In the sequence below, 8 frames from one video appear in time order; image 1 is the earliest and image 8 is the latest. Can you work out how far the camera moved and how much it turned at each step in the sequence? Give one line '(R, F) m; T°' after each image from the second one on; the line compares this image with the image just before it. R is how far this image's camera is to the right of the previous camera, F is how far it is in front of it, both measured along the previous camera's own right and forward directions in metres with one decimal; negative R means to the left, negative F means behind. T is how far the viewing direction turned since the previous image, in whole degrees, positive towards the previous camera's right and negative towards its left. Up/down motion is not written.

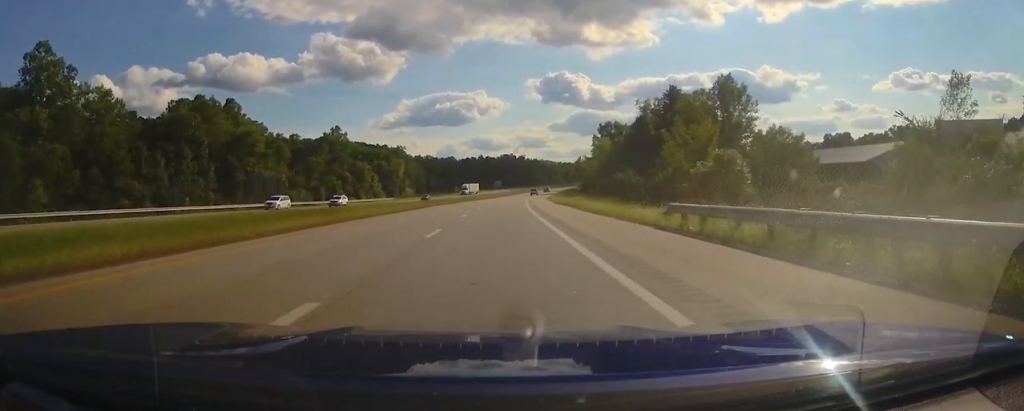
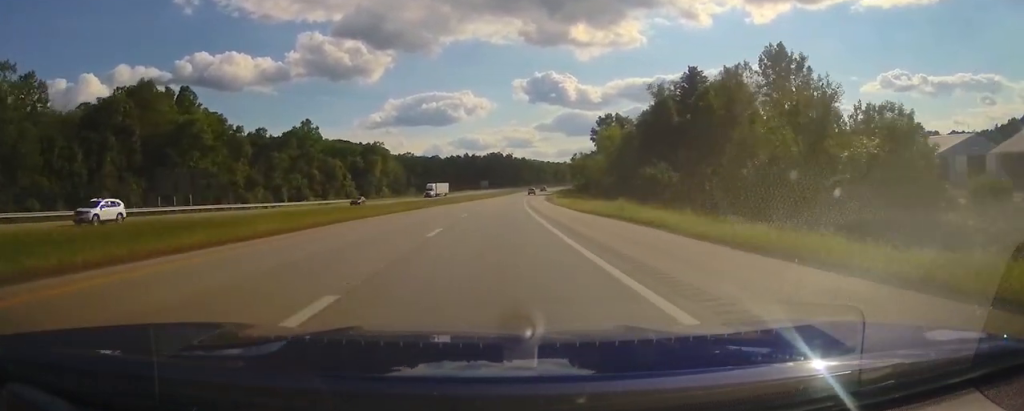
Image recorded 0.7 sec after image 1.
(+0.6, +23.7) m; +1°
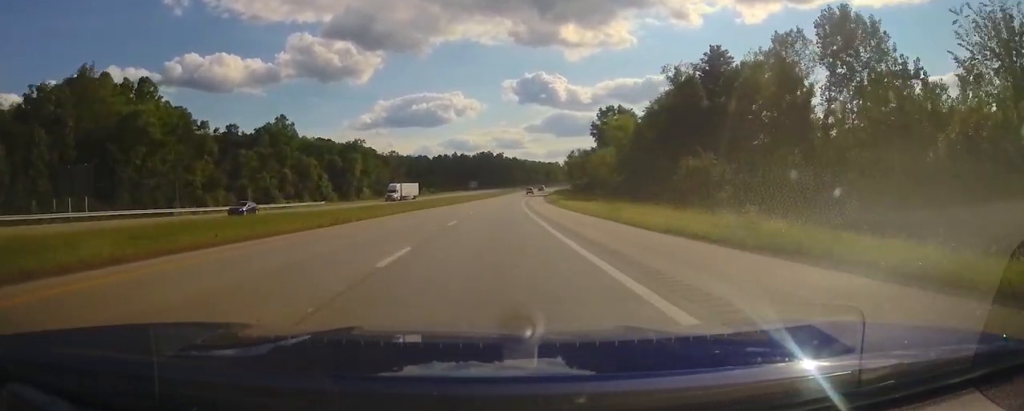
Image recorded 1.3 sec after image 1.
(+0.2, +18.3) m; +1°
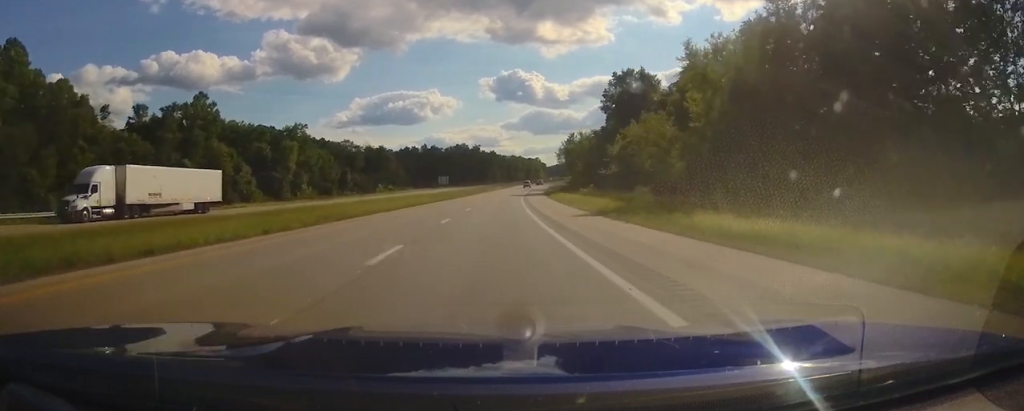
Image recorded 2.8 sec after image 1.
(+0.9, +48.3) m; +2°
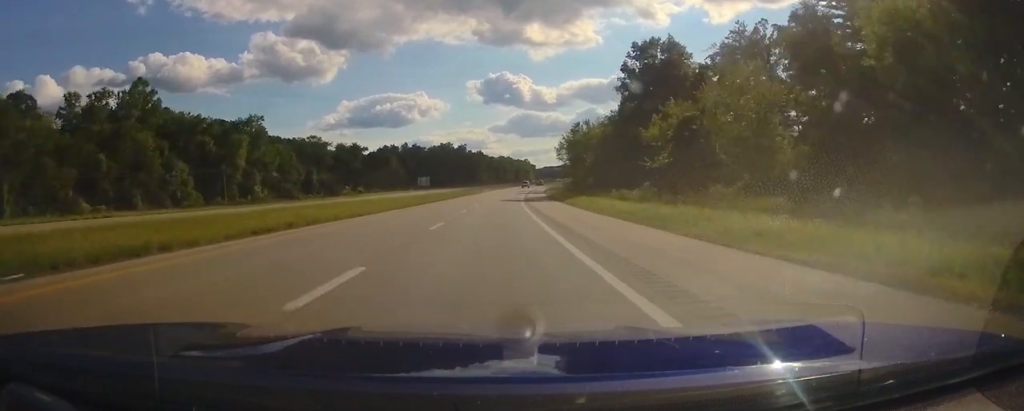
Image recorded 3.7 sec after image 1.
(+0.2, +27.9) m; +1°
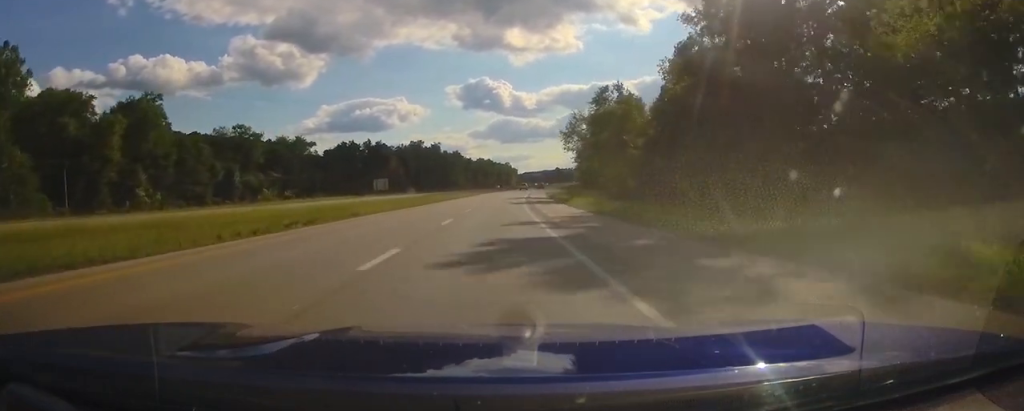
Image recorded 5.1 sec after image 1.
(0.0, +45.9) m; +2°
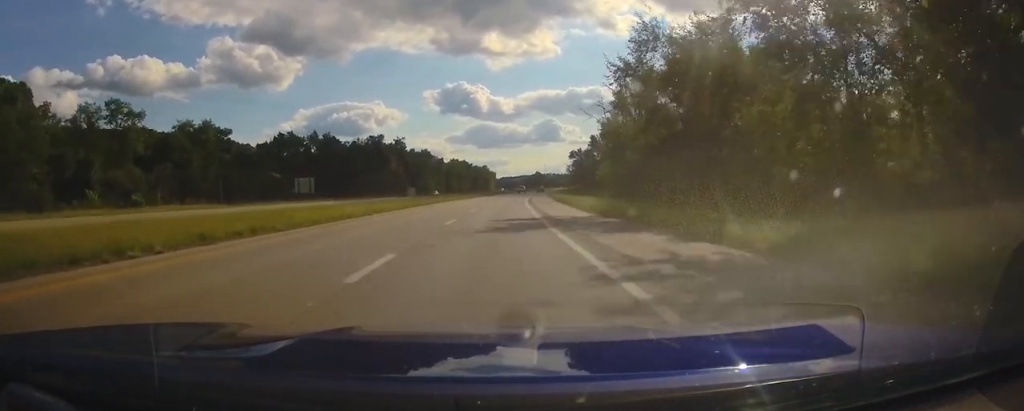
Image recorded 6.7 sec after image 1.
(+3.4, +49.6) m; +6°
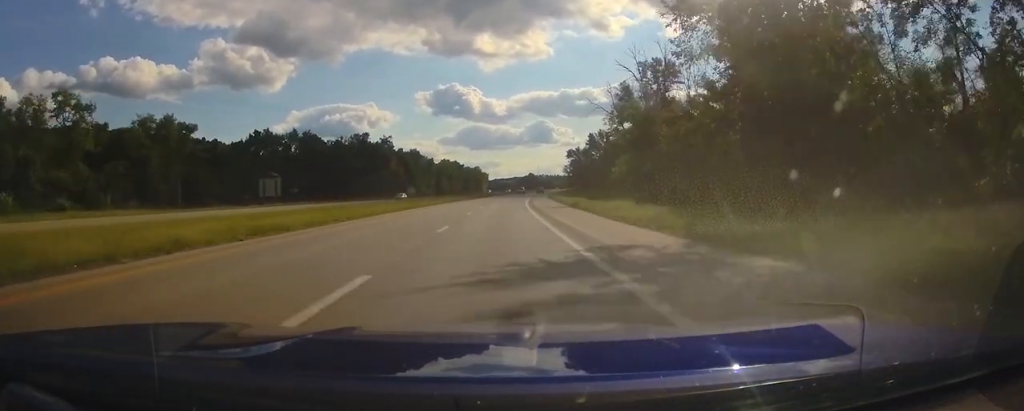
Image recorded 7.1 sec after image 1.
(+0.3, +14.8) m; +1°
